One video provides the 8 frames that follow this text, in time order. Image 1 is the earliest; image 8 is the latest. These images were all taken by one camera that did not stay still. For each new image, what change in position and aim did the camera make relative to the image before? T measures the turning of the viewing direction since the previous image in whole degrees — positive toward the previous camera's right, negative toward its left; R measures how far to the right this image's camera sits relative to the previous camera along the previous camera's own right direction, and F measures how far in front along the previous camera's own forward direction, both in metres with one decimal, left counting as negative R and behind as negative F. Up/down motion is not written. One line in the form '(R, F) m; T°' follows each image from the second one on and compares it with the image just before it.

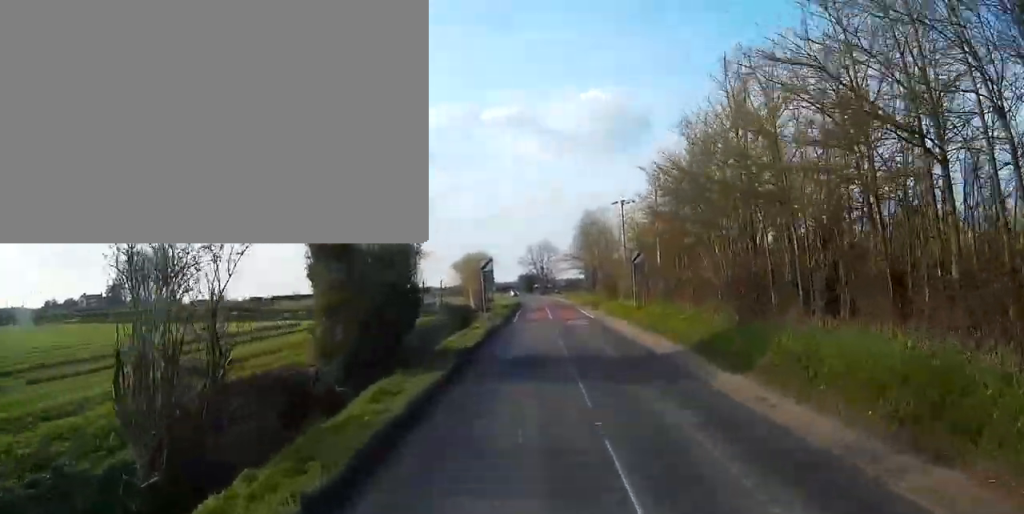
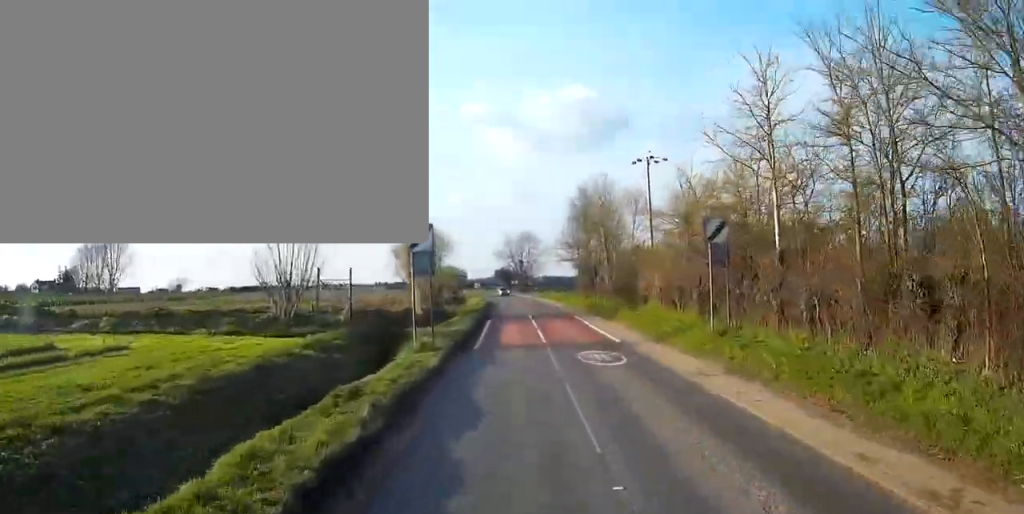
(+0.8, +21.8) m; +3°
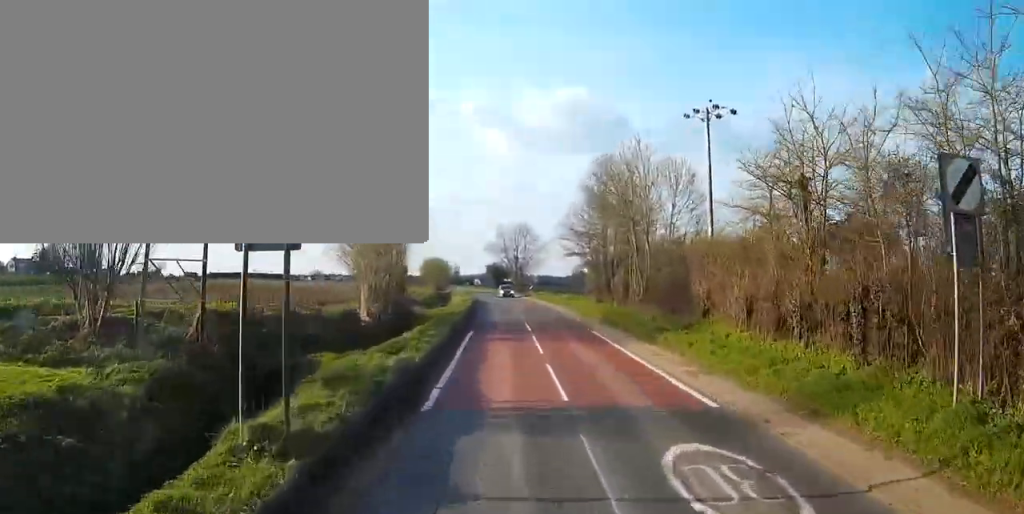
(+0.1, +13.9) m; +1°
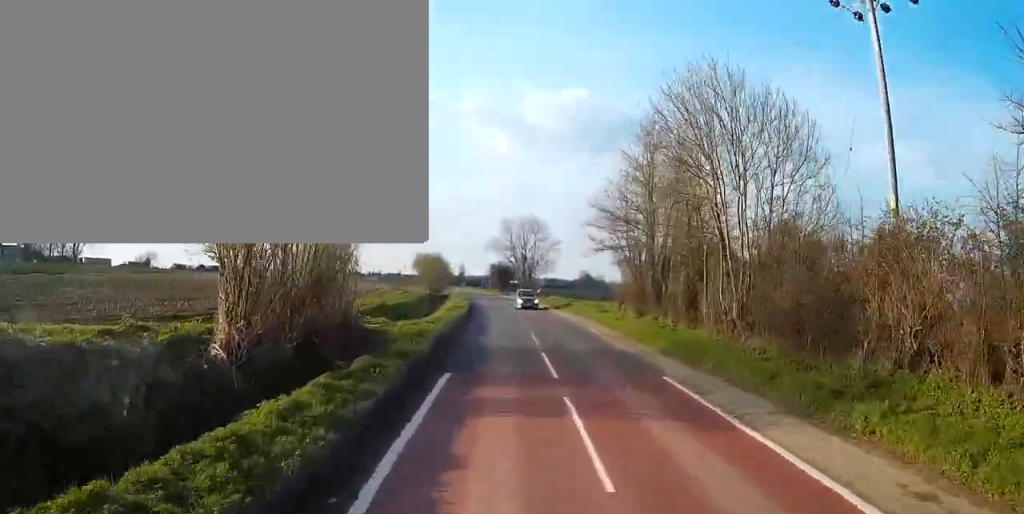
(0.0, +14.7) m; 0°
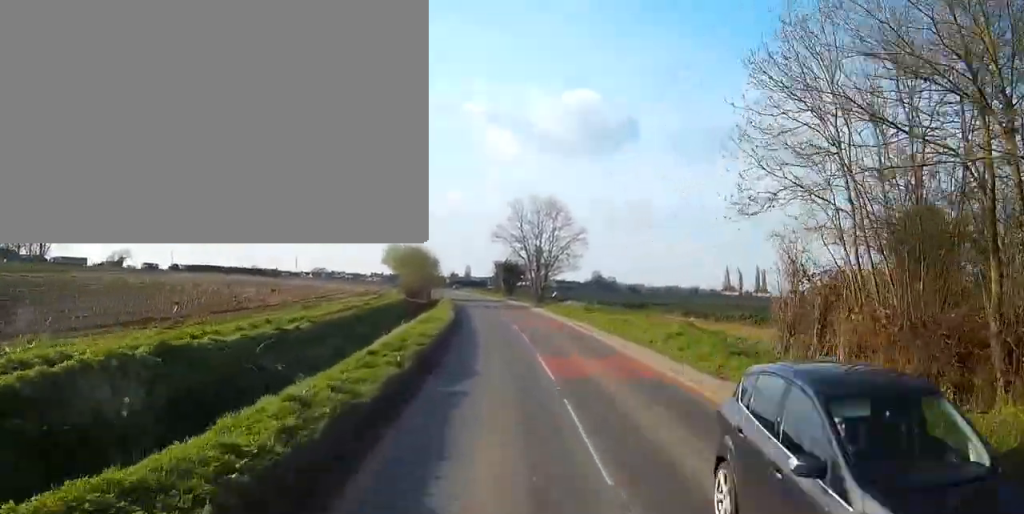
(+0.2, +27.2) m; 0°
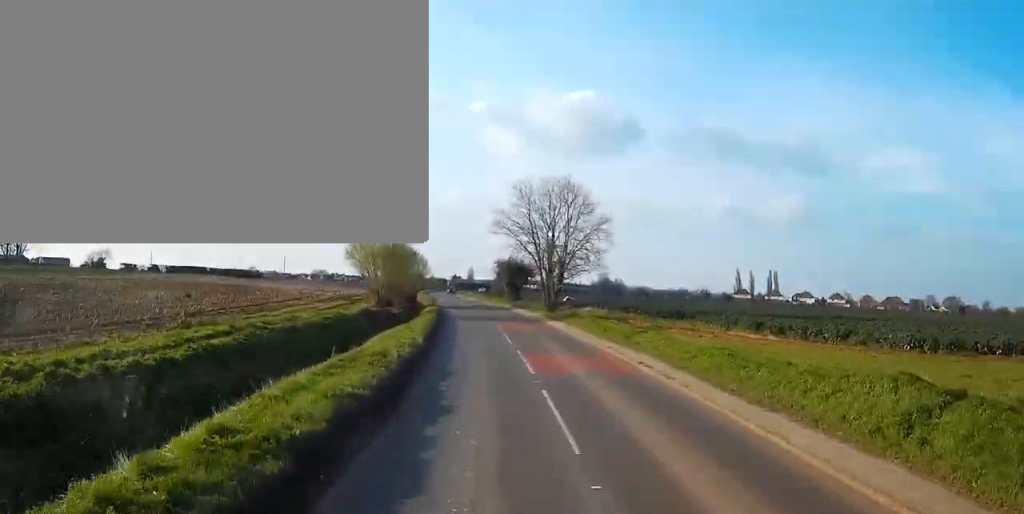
(0.0, +16.5) m; 0°
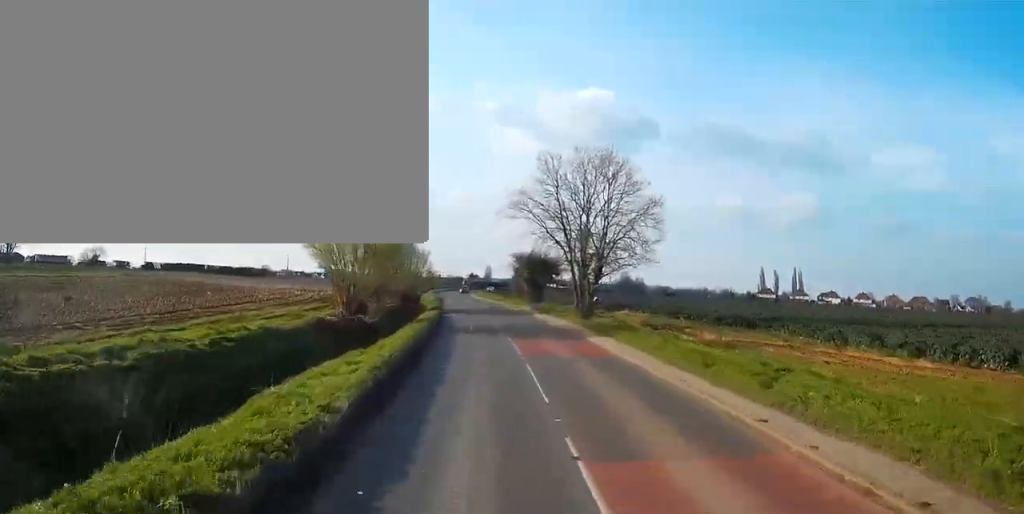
(0.0, +14.3) m; 0°
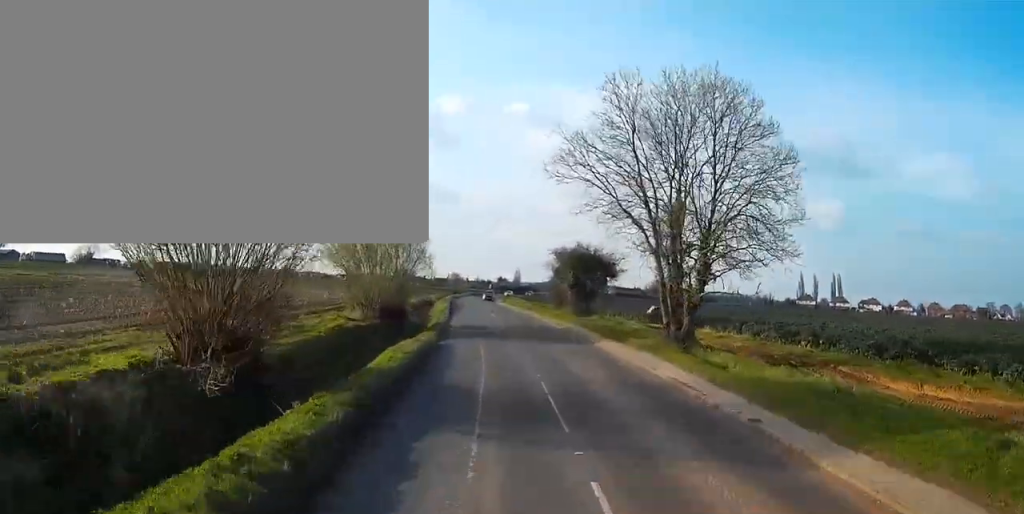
(-0.1, +20.3) m; -1°
